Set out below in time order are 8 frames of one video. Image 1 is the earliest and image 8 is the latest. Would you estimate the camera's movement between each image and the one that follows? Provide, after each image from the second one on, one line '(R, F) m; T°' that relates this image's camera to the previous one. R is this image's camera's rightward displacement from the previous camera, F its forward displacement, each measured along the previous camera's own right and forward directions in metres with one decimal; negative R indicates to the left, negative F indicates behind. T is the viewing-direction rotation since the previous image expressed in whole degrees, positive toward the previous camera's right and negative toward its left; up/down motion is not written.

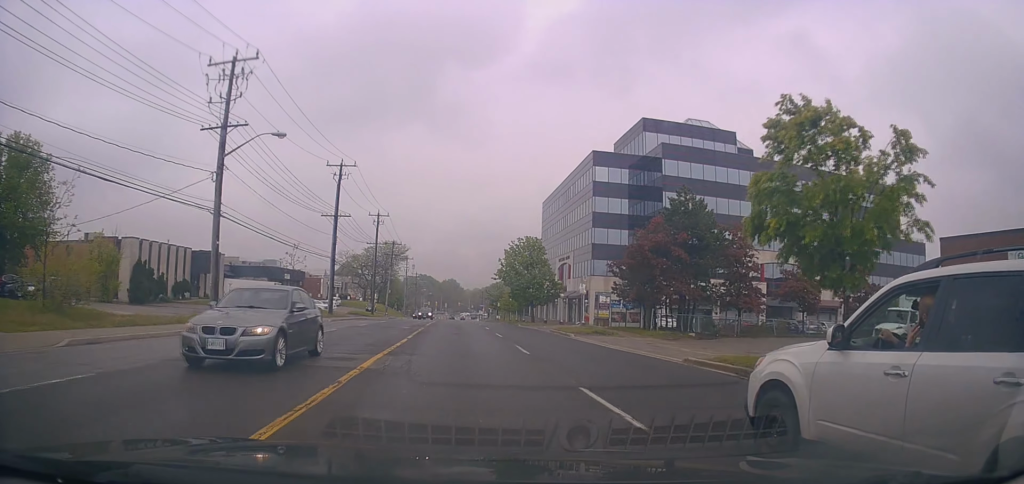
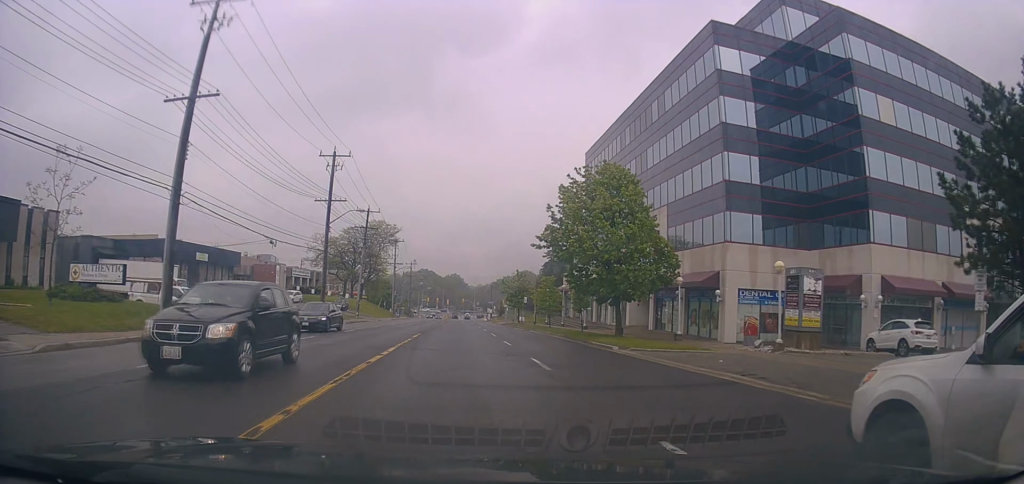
(-0.8, +31.8) m; -2°
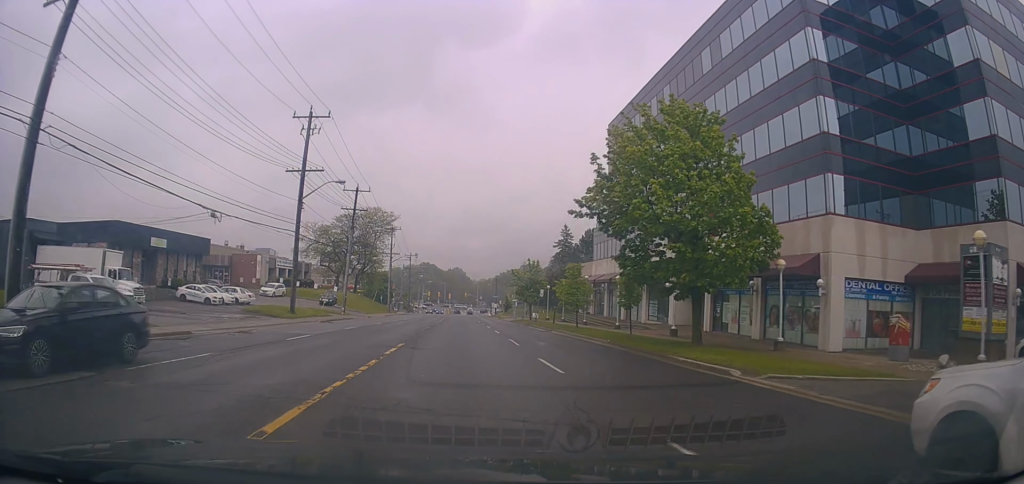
(0.0, +9.7) m; +1°
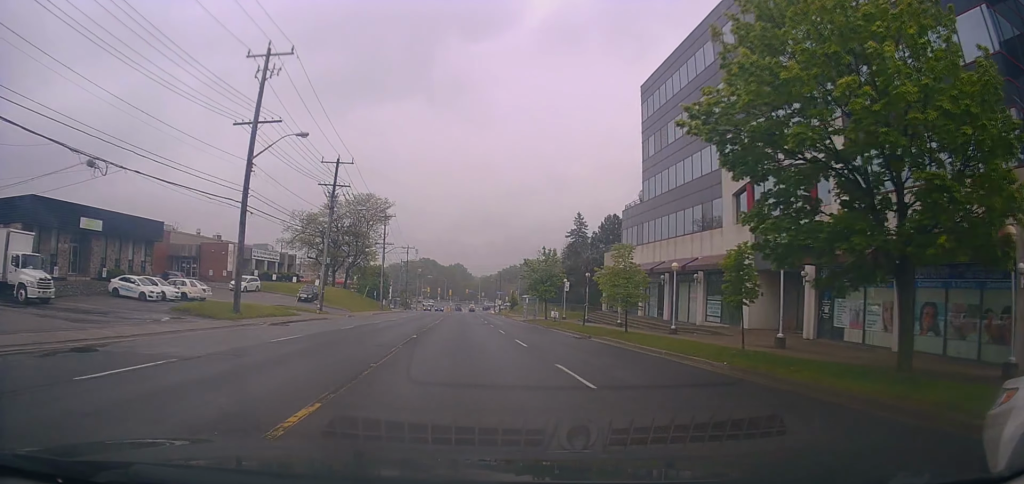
(+0.5, +10.9) m; +1°
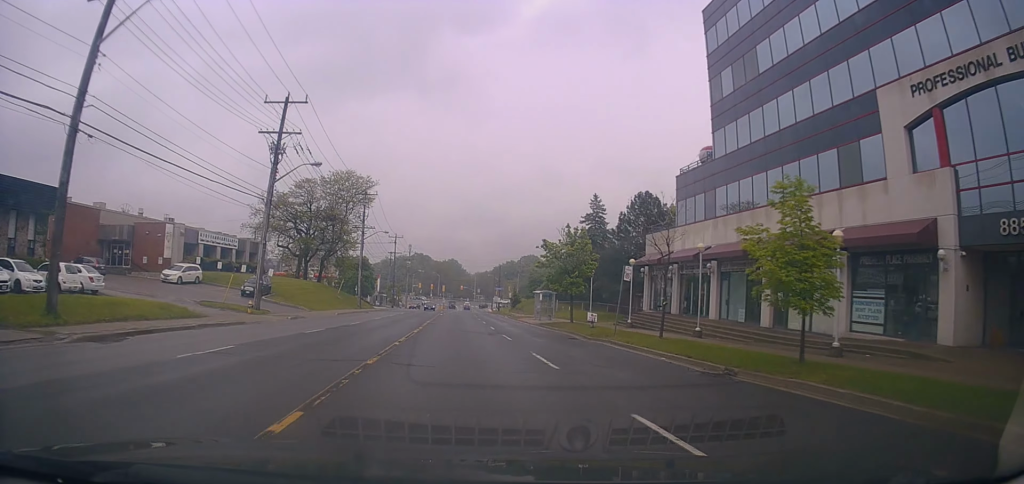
(-0.4, +14.4) m; -1°
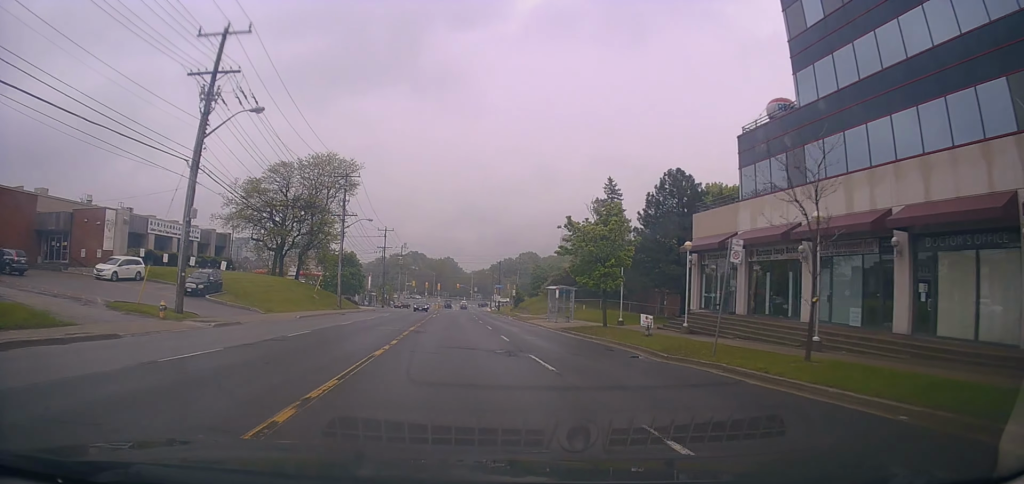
(0.0, +9.7) m; +1°
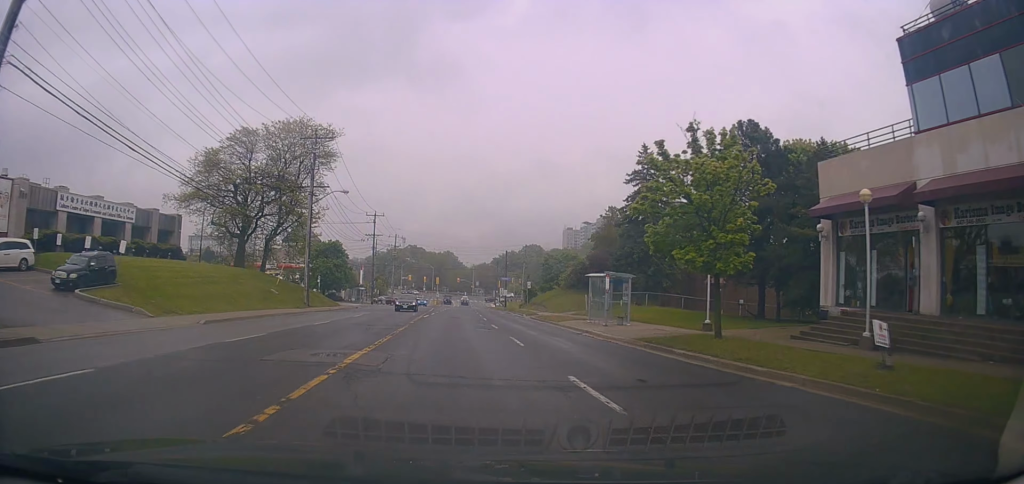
(+0.3, +13.5) m; +1°
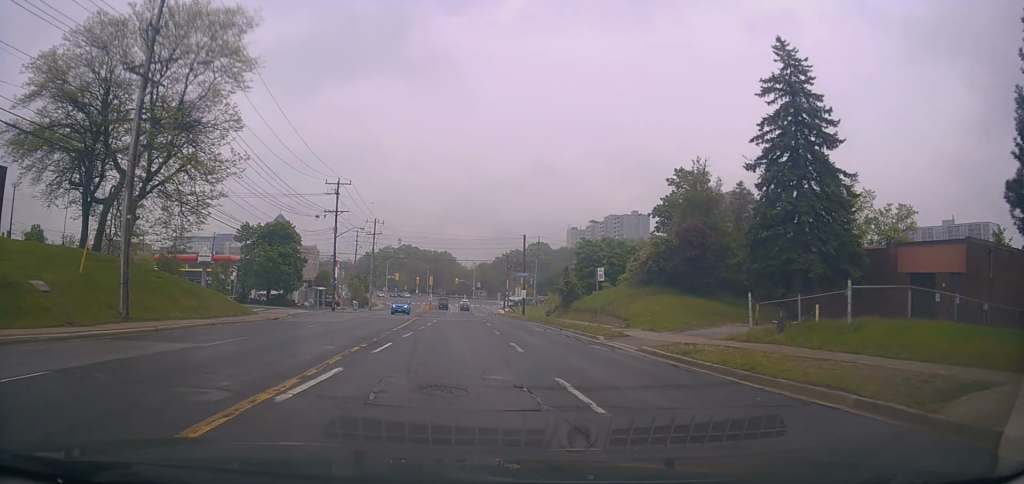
(0.0, +27.4) m; 0°
